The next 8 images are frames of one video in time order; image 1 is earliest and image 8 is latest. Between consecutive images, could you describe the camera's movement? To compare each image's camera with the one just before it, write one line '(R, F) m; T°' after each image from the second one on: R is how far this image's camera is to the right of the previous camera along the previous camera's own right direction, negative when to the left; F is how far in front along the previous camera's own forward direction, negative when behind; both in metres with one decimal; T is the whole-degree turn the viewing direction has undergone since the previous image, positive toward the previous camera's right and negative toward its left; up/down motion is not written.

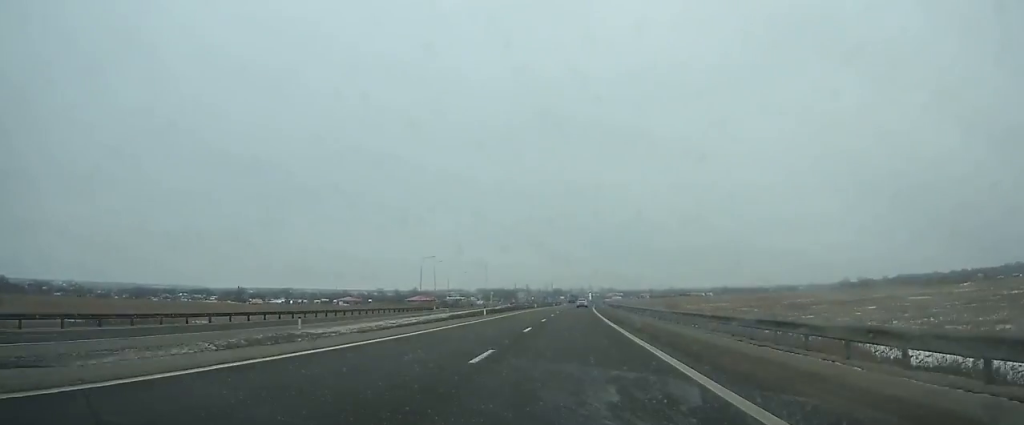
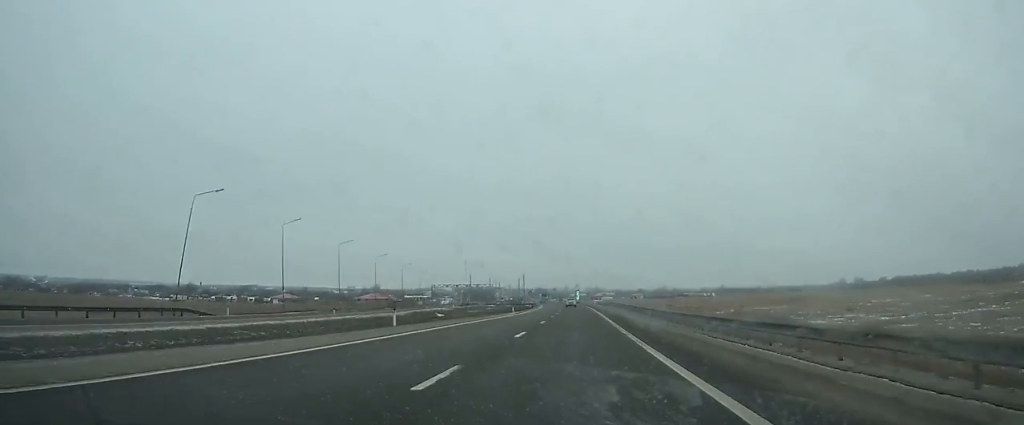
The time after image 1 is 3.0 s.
(+1.4, +76.7) m; +1°
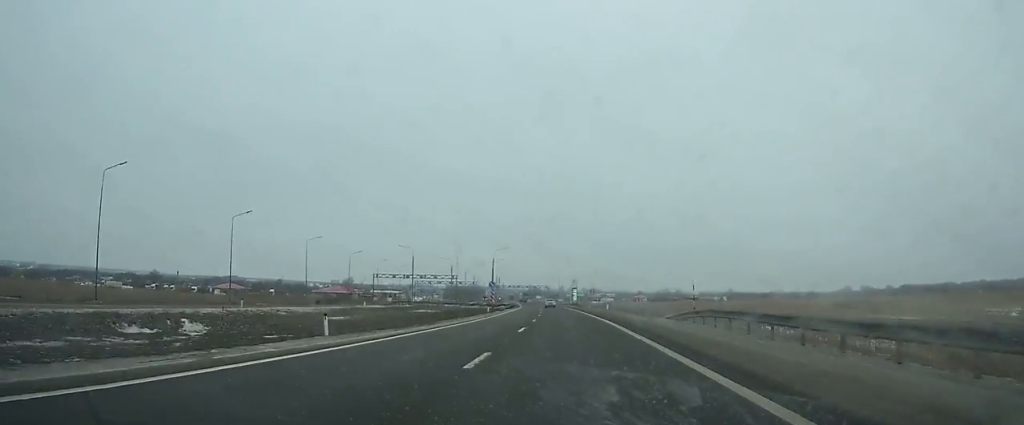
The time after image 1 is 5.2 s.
(-0.2, +56.7) m; -1°
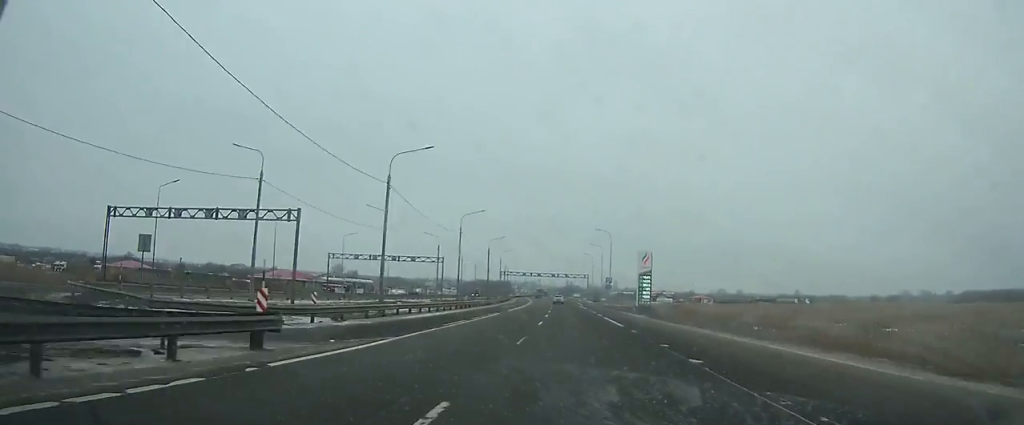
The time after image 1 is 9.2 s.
(-2.3, +103.6) m; -3°
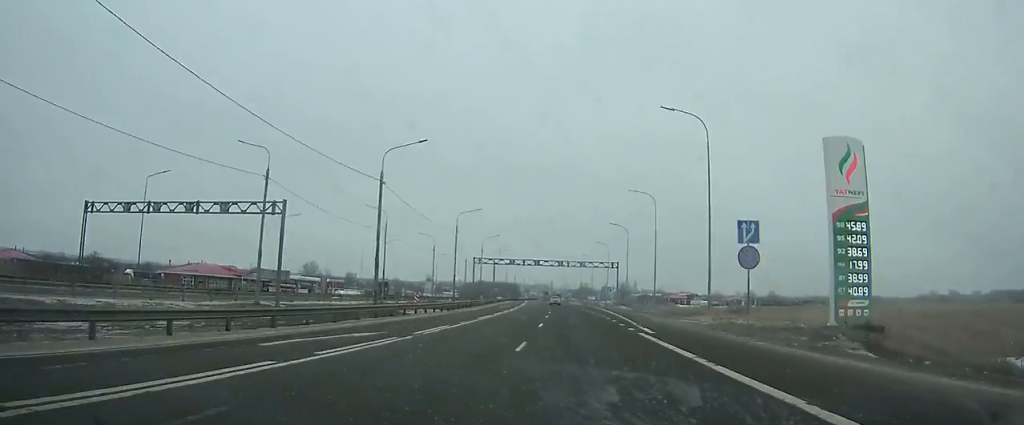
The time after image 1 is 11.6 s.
(-0.9, +62.3) m; -1°
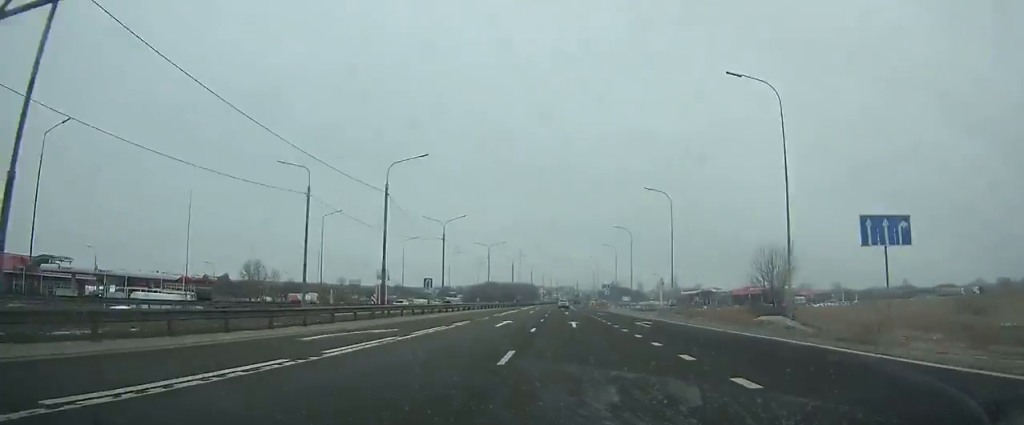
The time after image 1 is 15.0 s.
(-1.4, +87.7) m; -2°
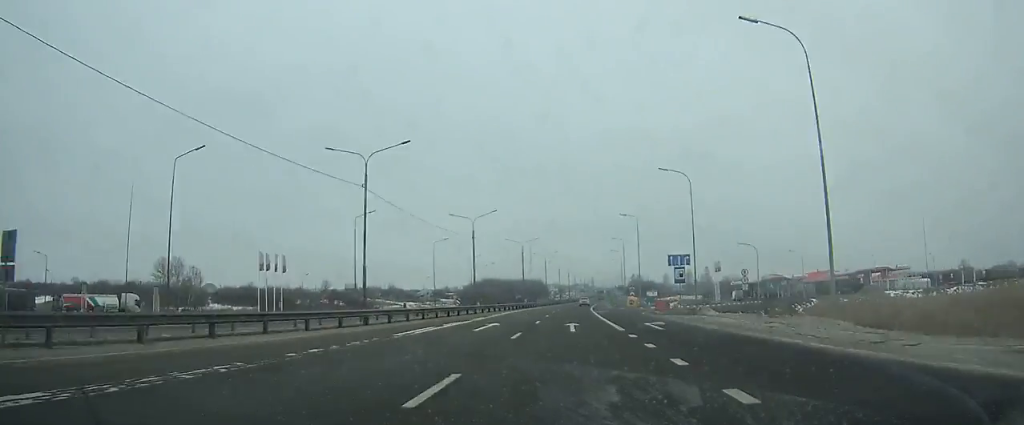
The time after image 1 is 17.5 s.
(-0.9, +63.2) m; 0°
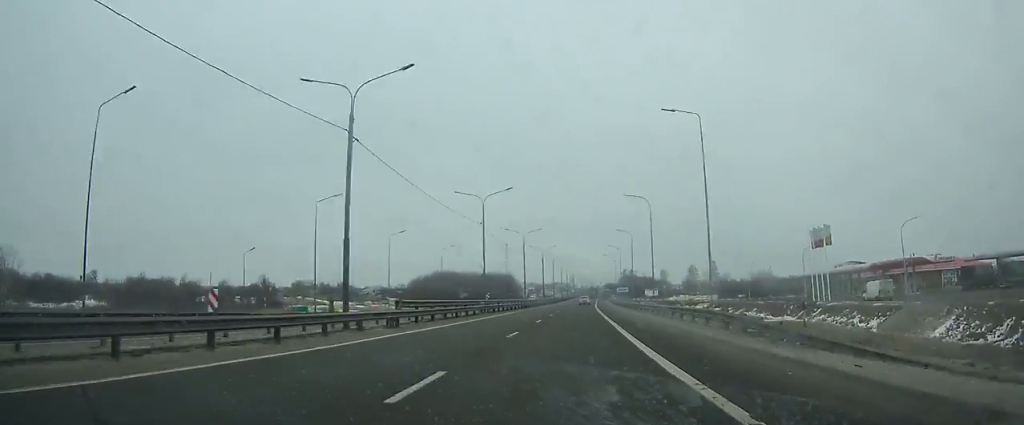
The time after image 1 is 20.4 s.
(+0.2, +71.3) m; +1°
